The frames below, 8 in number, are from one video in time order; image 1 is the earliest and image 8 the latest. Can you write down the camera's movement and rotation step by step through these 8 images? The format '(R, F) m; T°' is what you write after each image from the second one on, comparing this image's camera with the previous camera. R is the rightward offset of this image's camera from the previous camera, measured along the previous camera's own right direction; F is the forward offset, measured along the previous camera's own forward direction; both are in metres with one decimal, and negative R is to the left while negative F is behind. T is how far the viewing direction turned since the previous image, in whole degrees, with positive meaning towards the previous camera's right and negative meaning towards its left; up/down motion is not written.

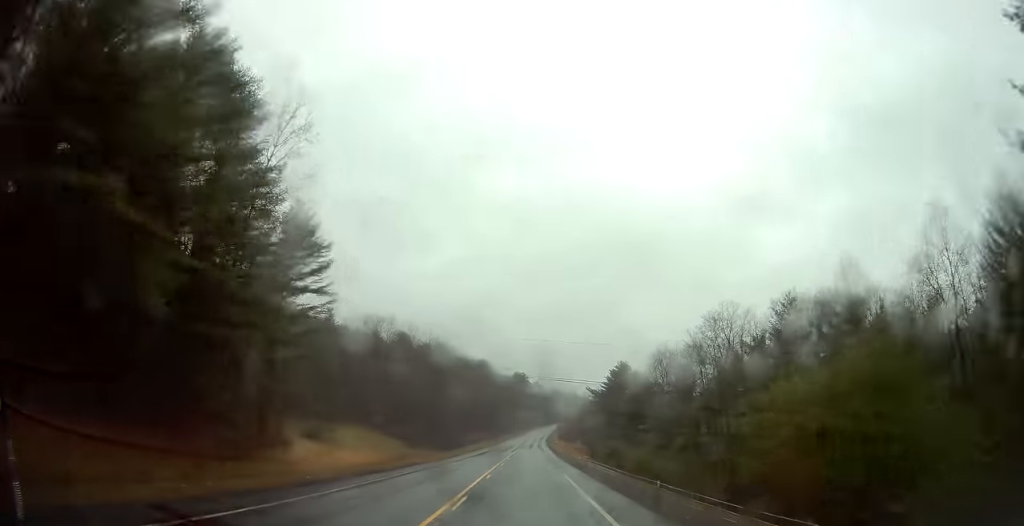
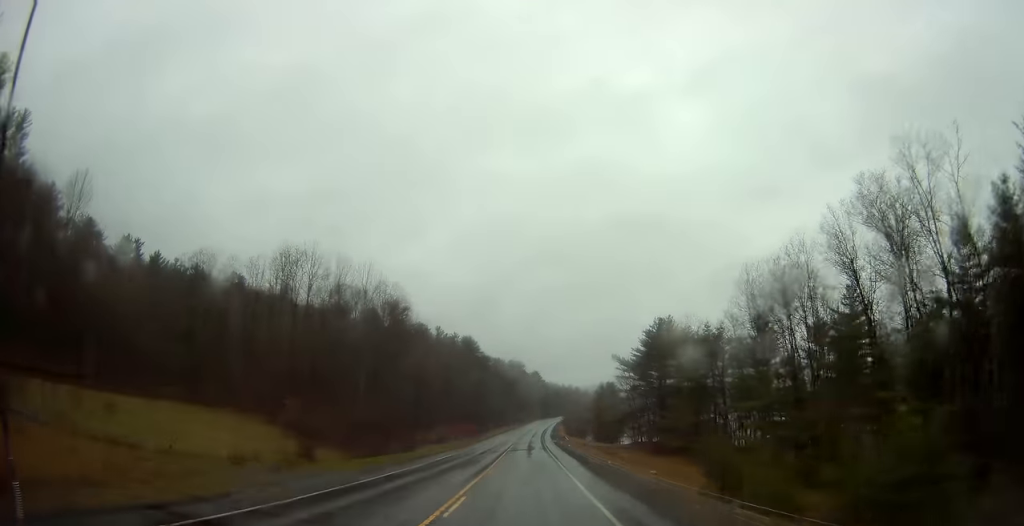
(+0.7, +50.1) m; +1°
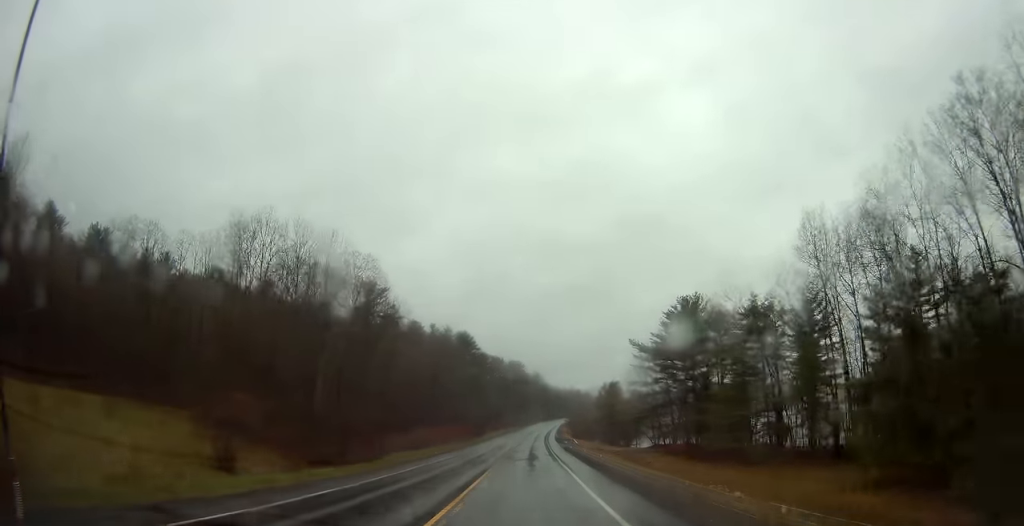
(0.0, +16.7) m; 0°
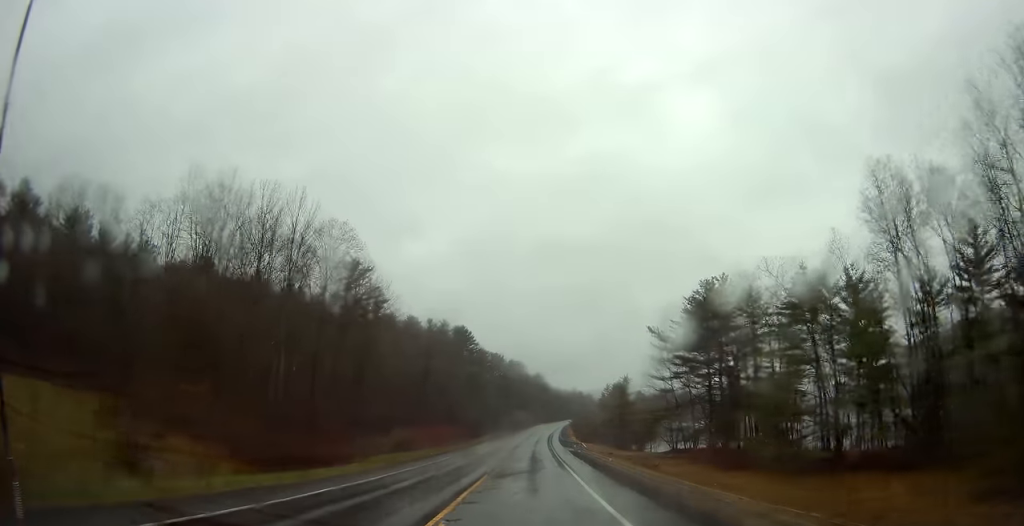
(-0.2, +11.5) m; 0°
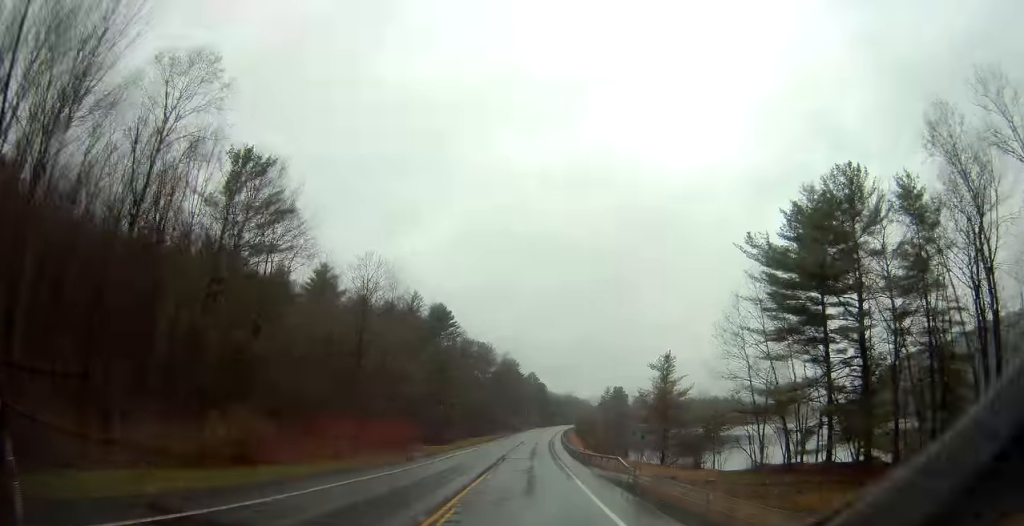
(+0.1, +34.0) m; +1°
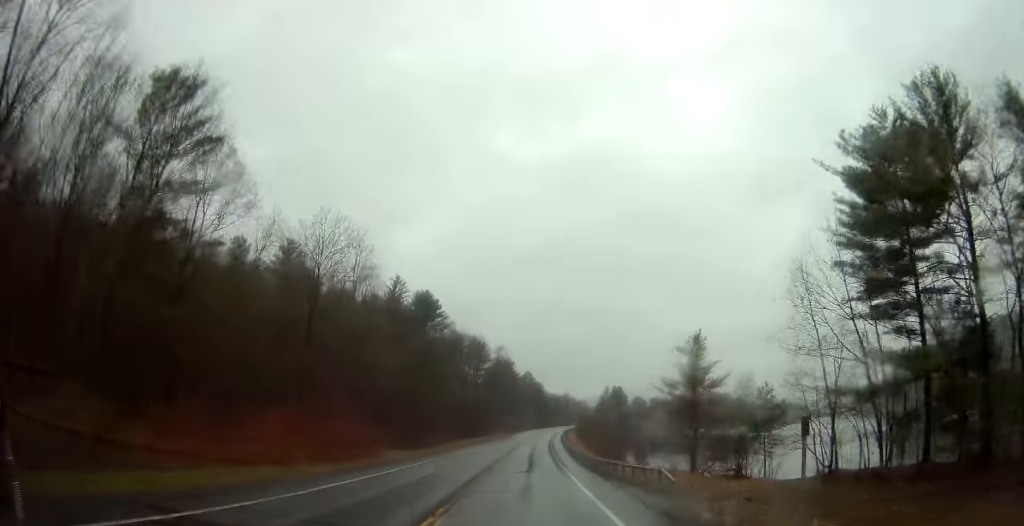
(+0.1, +13.5) m; 0°
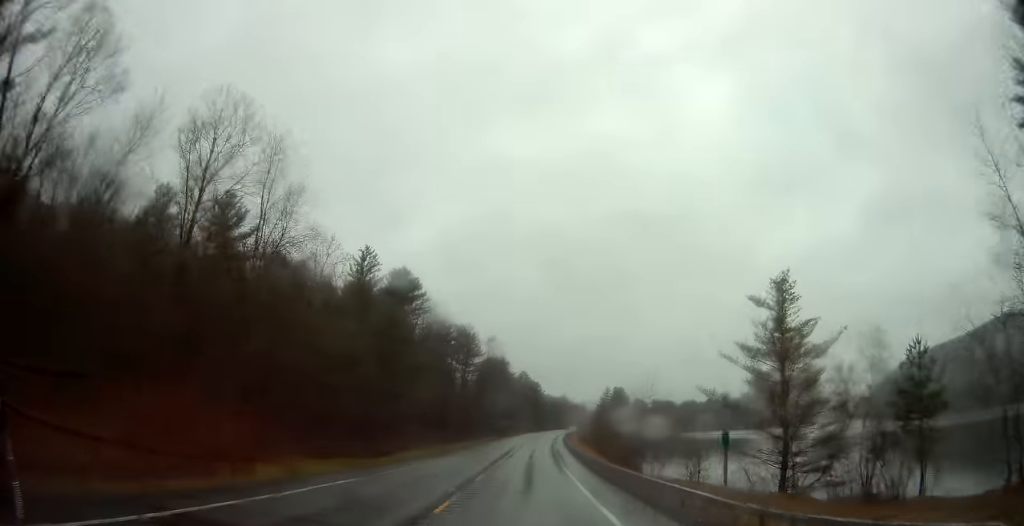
(+0.3, +19.9) m; 0°
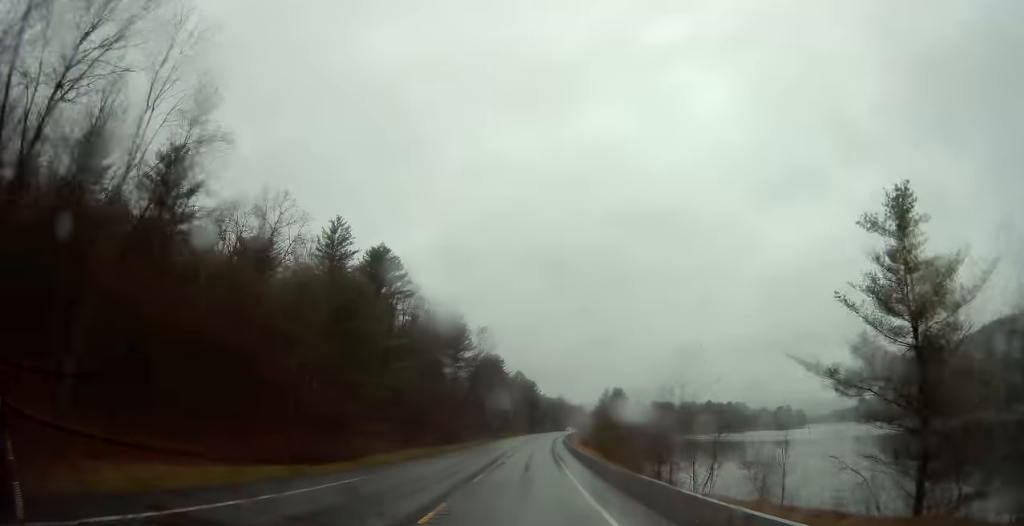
(-0.2, +13.6) m; 0°
